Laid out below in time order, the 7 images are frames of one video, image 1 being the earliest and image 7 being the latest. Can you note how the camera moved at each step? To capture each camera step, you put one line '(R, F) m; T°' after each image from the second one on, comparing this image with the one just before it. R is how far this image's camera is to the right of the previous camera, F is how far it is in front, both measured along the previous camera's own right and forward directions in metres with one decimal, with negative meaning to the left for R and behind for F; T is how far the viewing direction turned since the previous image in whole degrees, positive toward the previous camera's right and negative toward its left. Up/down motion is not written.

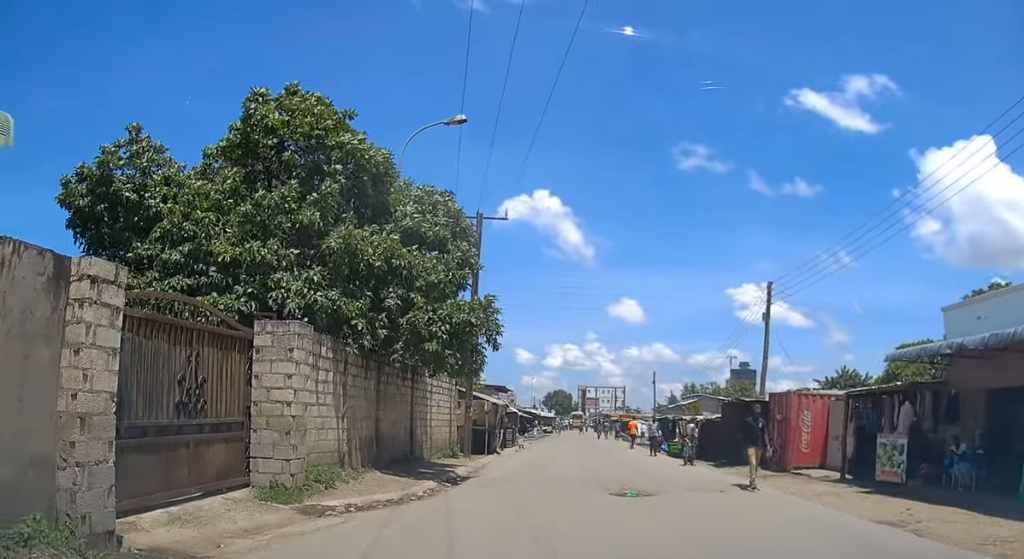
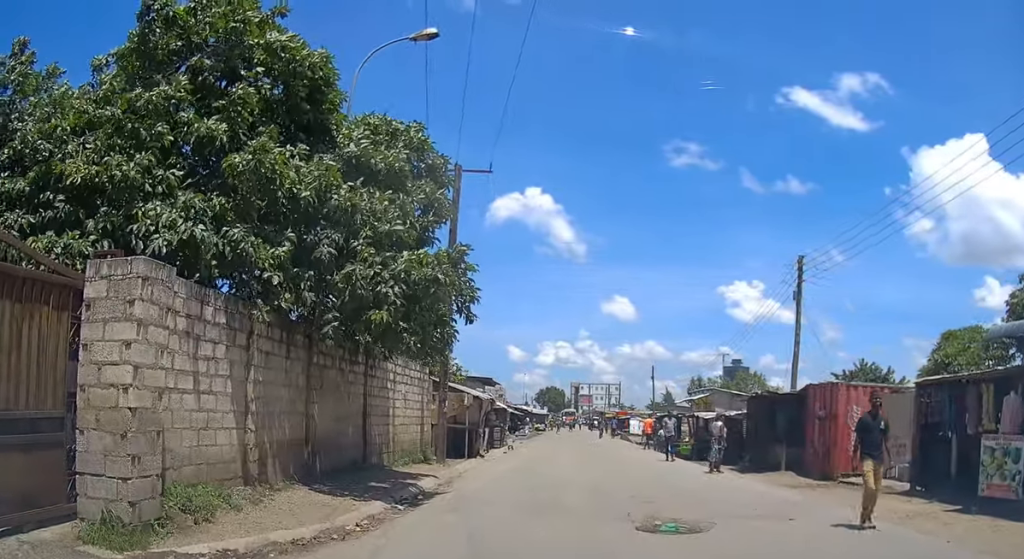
(0.0, +4.4) m; +1°
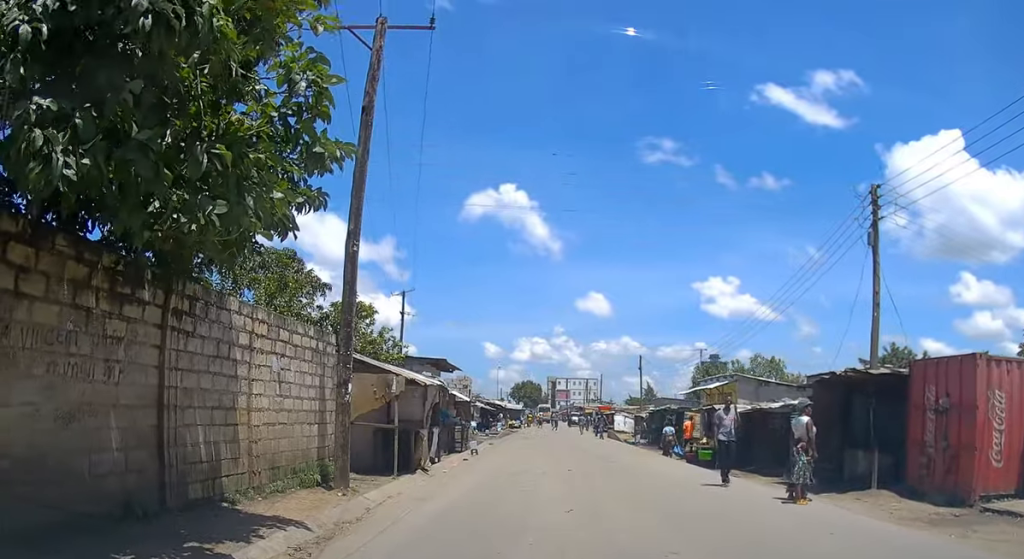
(0.0, +7.9) m; +1°
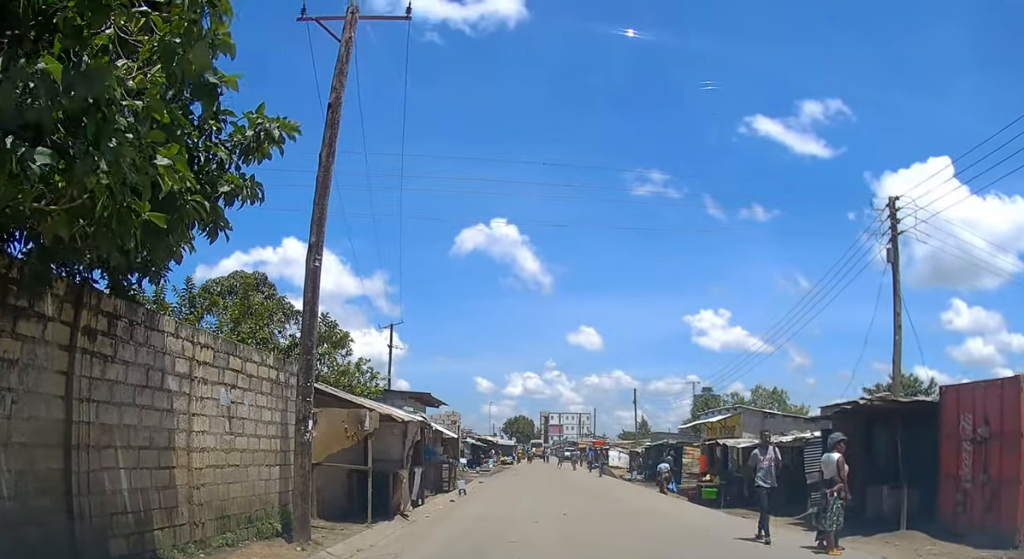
(+0.1, +2.0) m; +3°
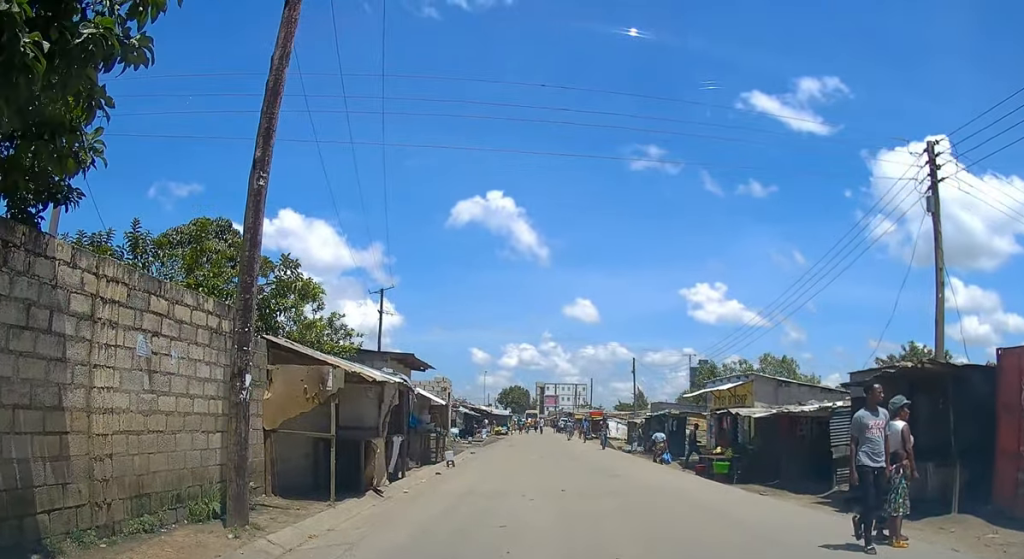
(+0.1, +2.1) m; +4°
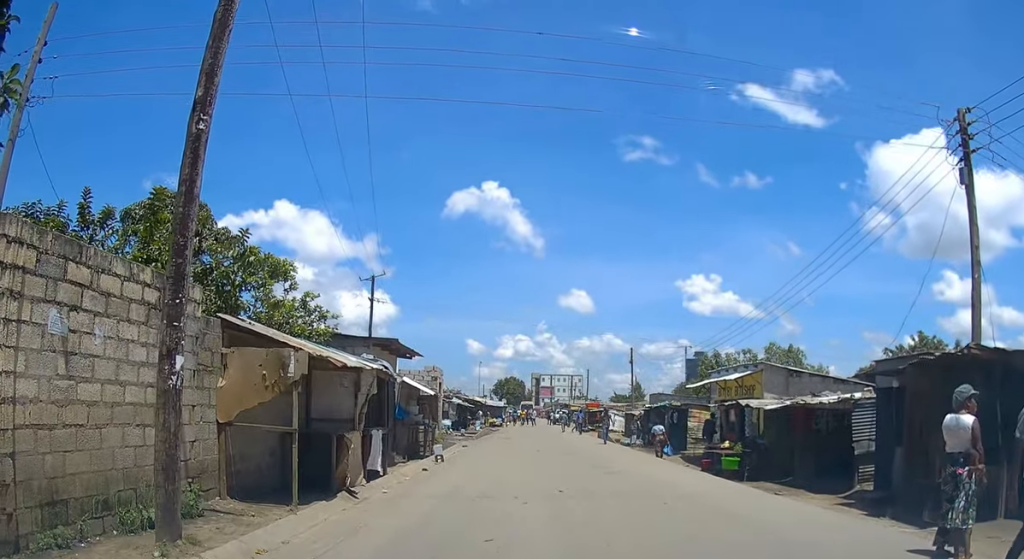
(0.0, +1.5) m; -1°
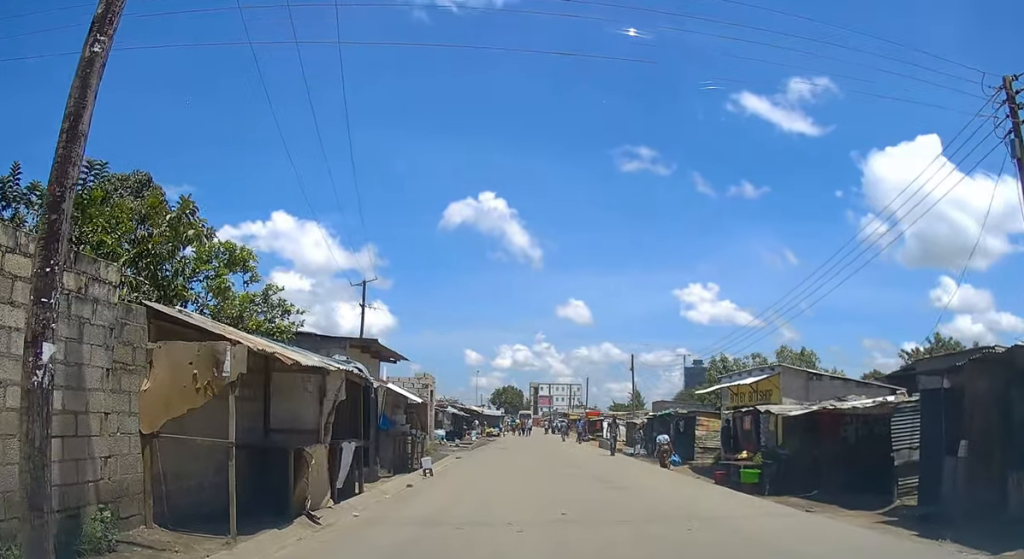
(-0.1, +1.7) m; -4°
